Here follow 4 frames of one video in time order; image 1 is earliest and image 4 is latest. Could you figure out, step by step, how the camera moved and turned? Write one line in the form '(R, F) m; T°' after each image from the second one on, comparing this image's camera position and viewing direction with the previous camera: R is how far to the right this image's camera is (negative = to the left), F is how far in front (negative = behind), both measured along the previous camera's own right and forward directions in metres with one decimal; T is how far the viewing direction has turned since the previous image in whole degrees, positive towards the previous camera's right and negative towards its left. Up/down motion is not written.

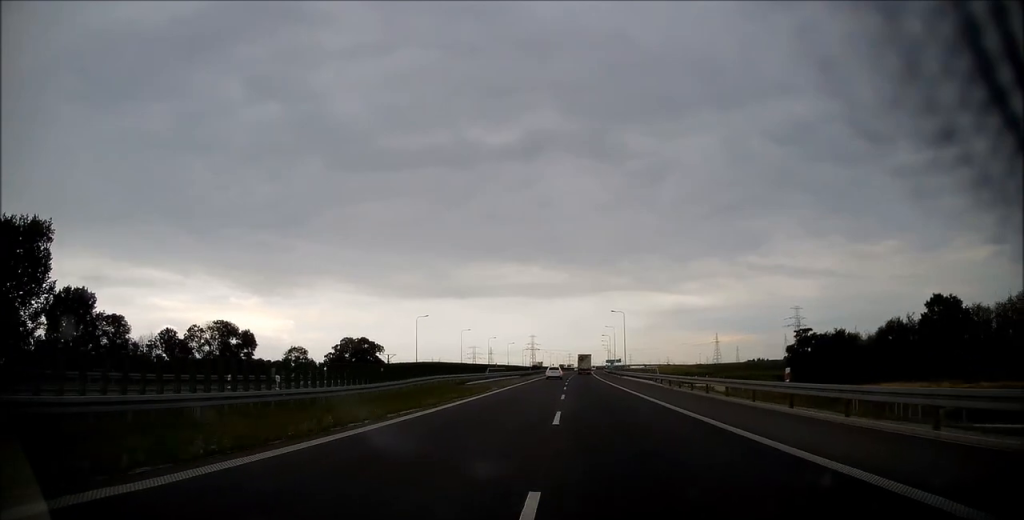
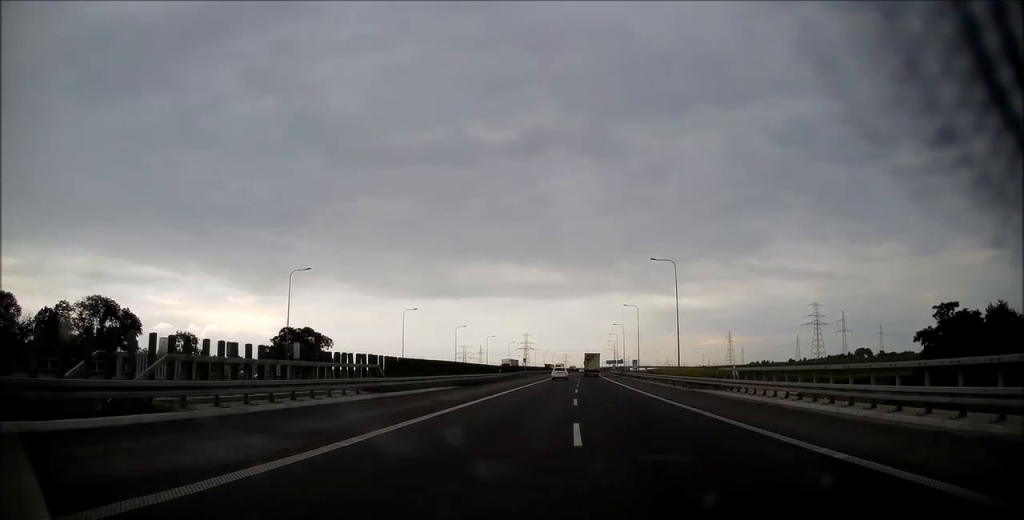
(-0.3, +50.4) m; 0°
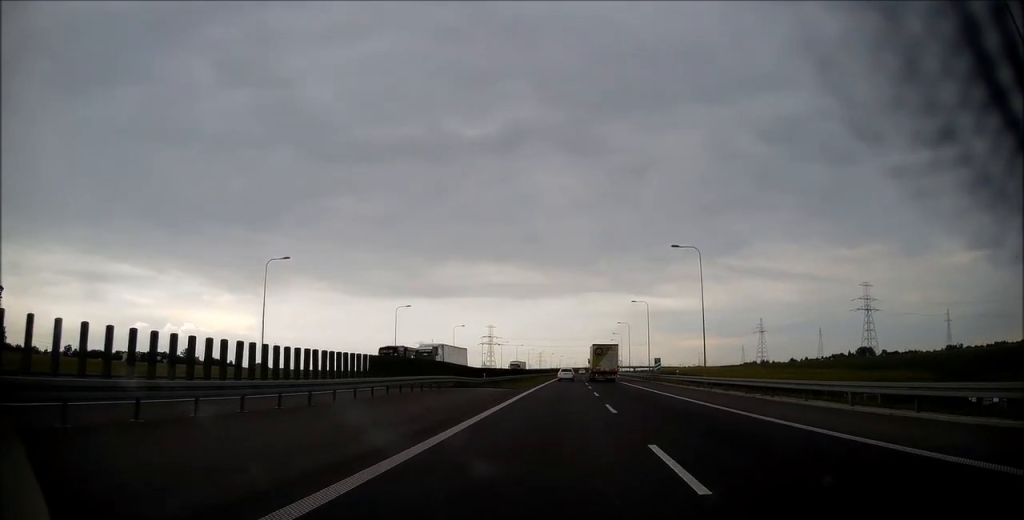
(+1.6, +120.9) m; +2°
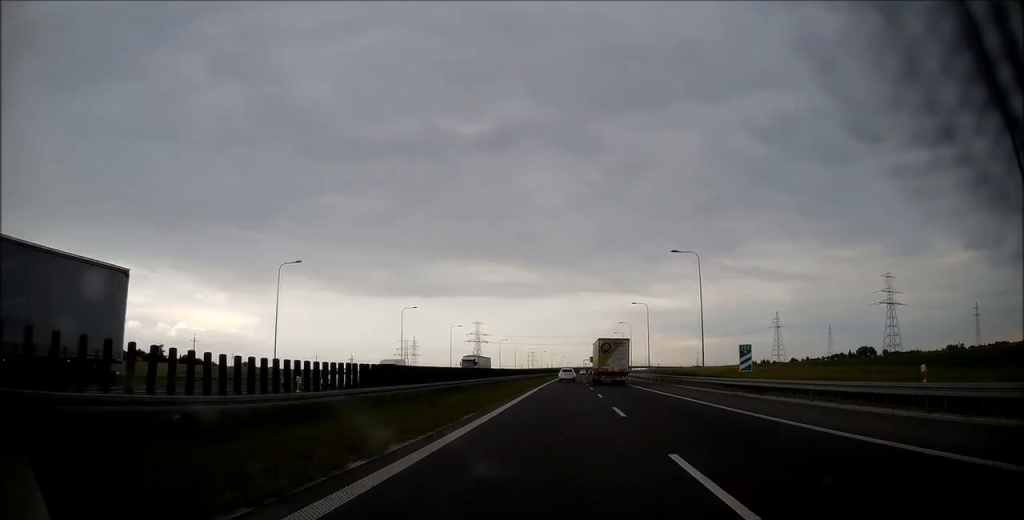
(+0.3, +36.4) m; +1°
